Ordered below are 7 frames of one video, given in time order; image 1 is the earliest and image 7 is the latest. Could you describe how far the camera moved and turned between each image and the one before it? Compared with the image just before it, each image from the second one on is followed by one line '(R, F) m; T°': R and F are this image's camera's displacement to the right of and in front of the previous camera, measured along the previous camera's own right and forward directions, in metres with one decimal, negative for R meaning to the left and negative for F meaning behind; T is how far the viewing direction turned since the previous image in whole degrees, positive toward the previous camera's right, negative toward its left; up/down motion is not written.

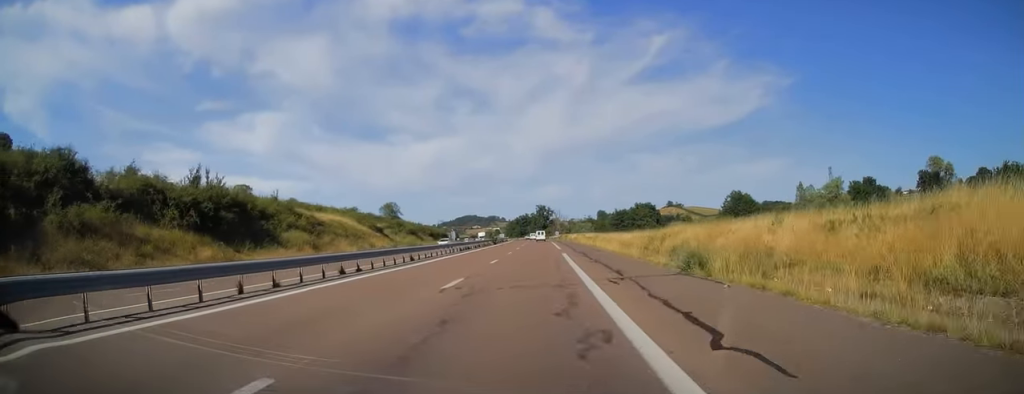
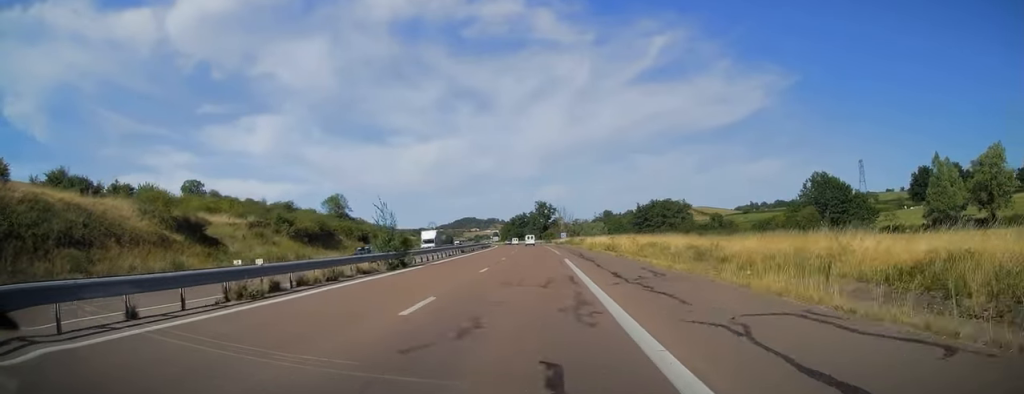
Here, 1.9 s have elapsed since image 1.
(-0.6, +56.6) m; 0°
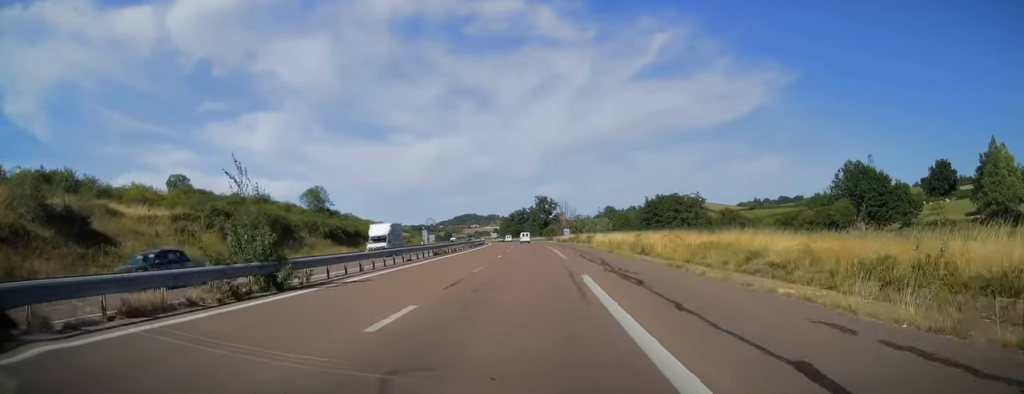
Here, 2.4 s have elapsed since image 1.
(+0.2, +14.6) m; 0°
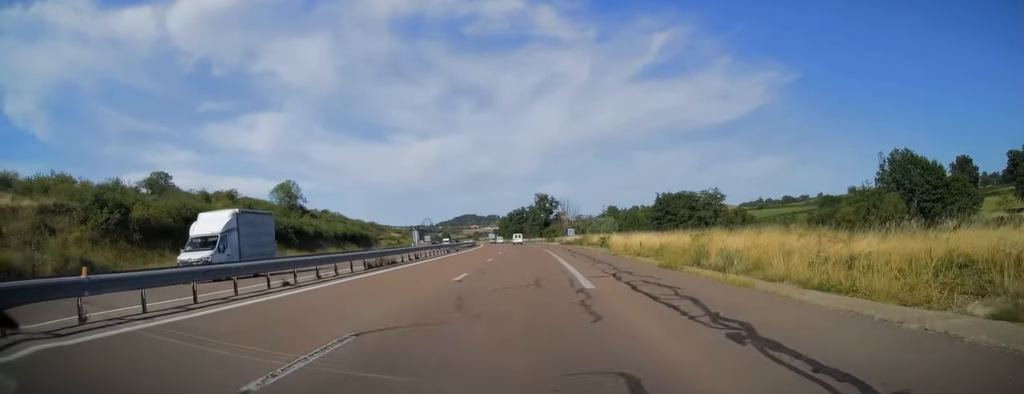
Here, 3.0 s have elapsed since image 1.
(+0.1, +16.6) m; 0°
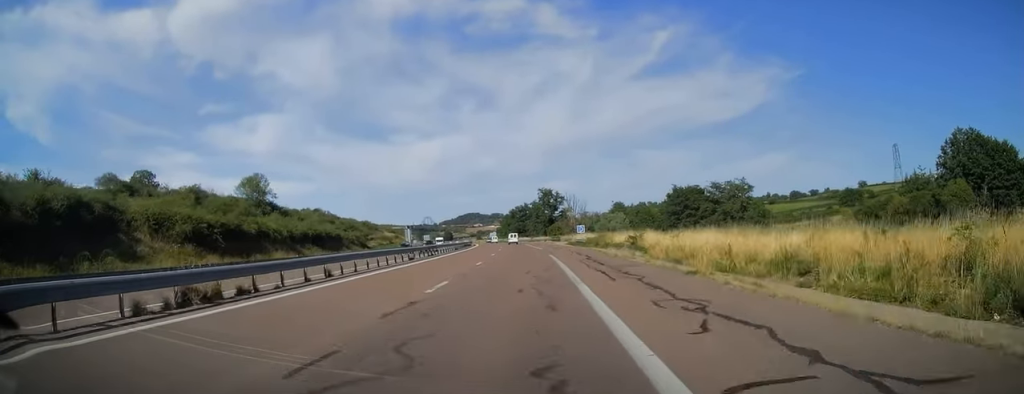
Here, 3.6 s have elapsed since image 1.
(-0.1, +16.6) m; -1°
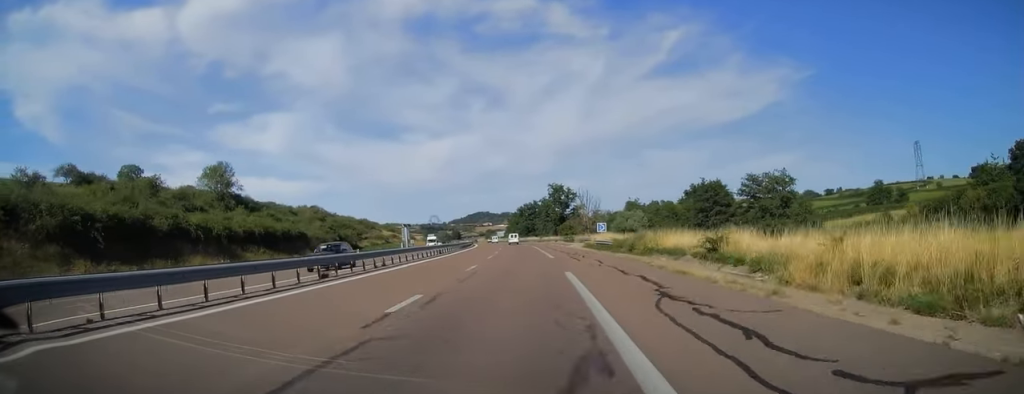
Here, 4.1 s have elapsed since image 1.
(-0.1, +16.6) m; -1°
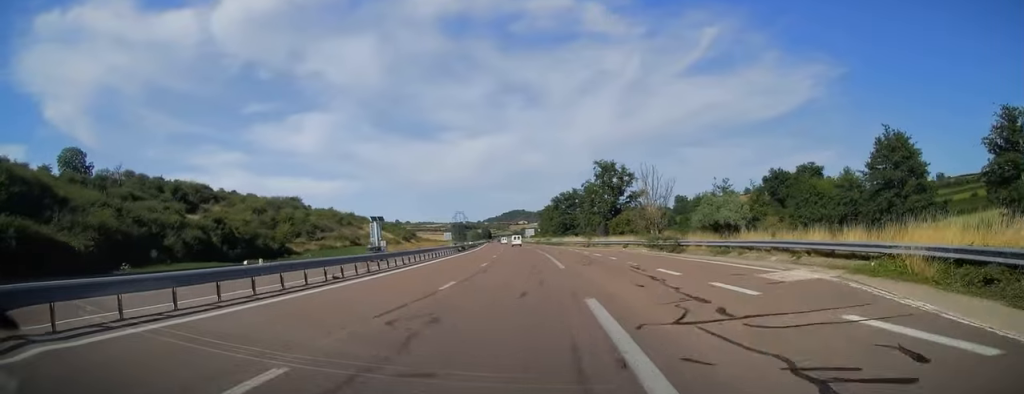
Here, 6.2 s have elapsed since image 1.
(-1.6, +59.6) m; -3°
